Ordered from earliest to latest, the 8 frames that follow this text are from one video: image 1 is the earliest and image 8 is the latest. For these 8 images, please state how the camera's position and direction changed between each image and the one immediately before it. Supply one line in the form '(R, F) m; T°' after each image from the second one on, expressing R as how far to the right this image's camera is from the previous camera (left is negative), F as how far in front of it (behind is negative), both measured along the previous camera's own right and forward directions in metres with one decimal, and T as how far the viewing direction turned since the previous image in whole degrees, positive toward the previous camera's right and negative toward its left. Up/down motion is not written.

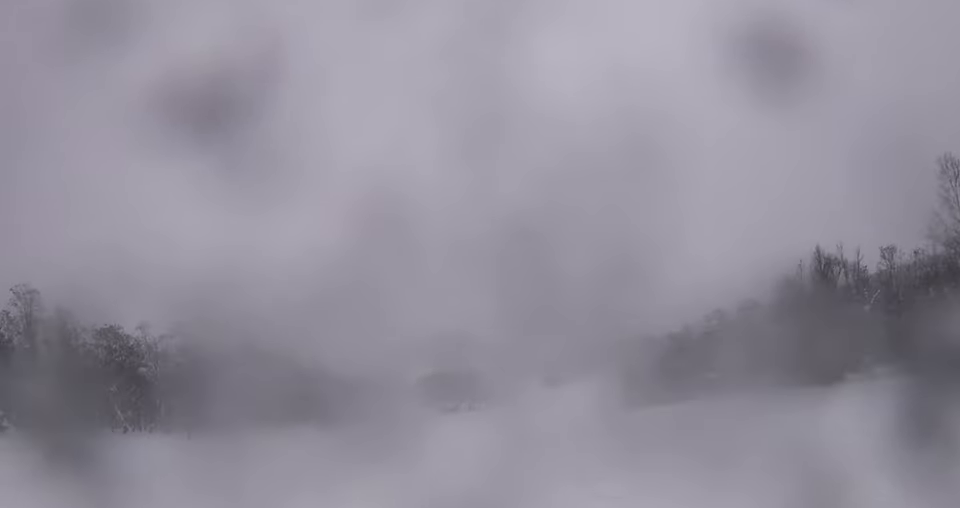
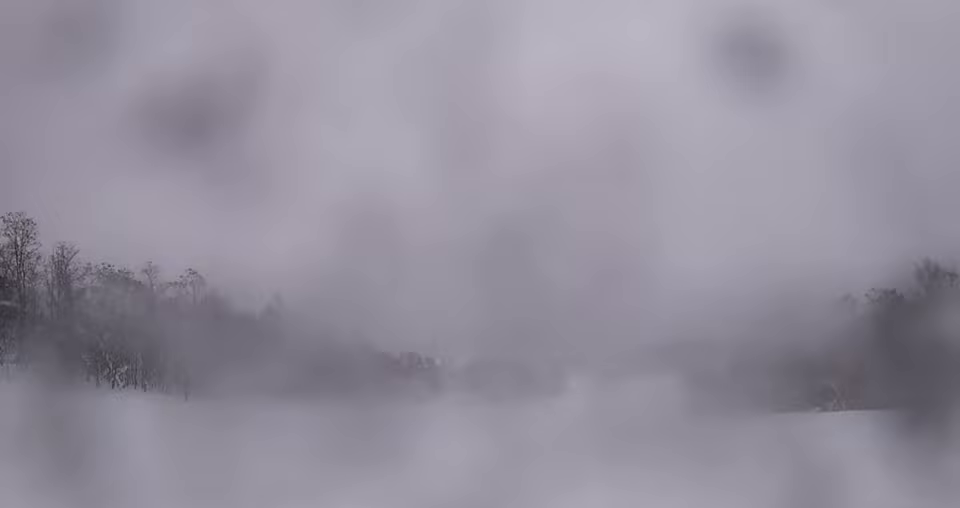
(-0.5, +14.2) m; +1°
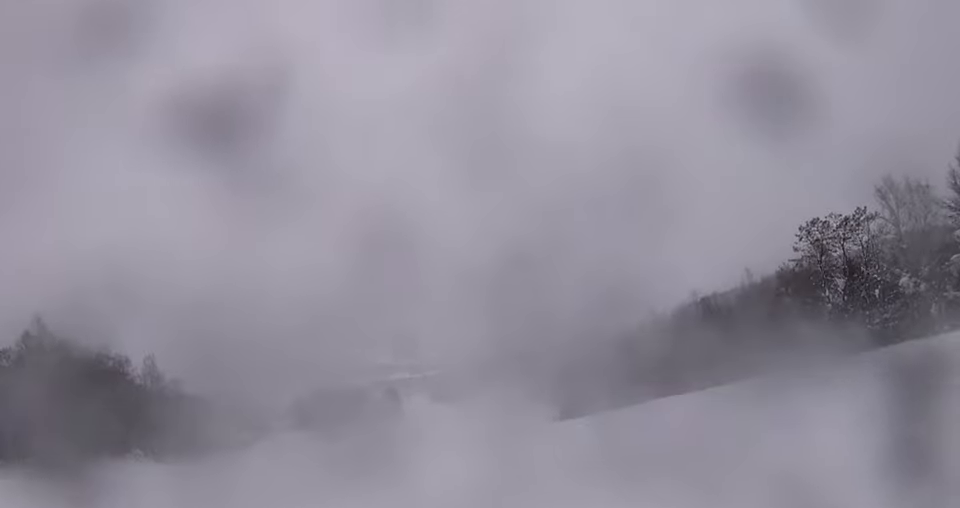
(+1.3, +21.3) m; +2°
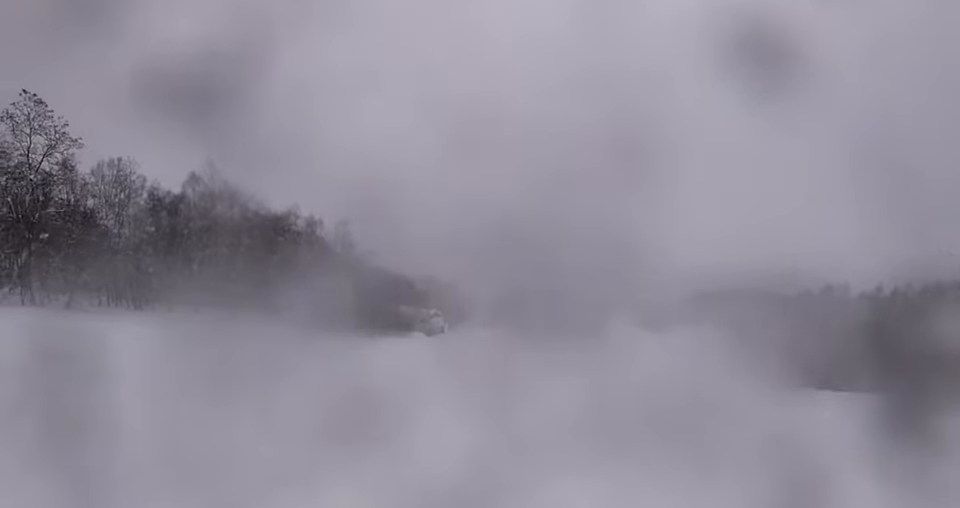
(-0.3, +15.2) m; -1°
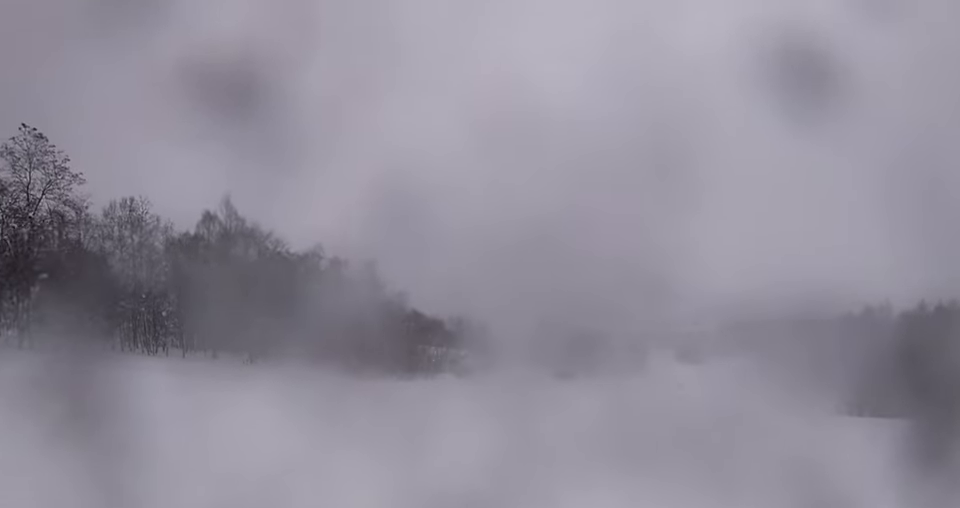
(-0.1, +4.7) m; +2°
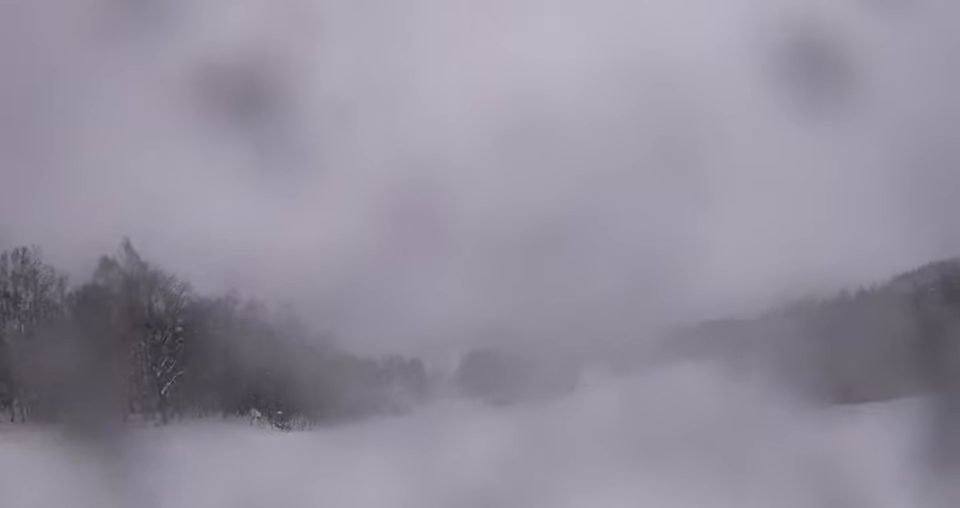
(0.0, +4.4) m; +2°
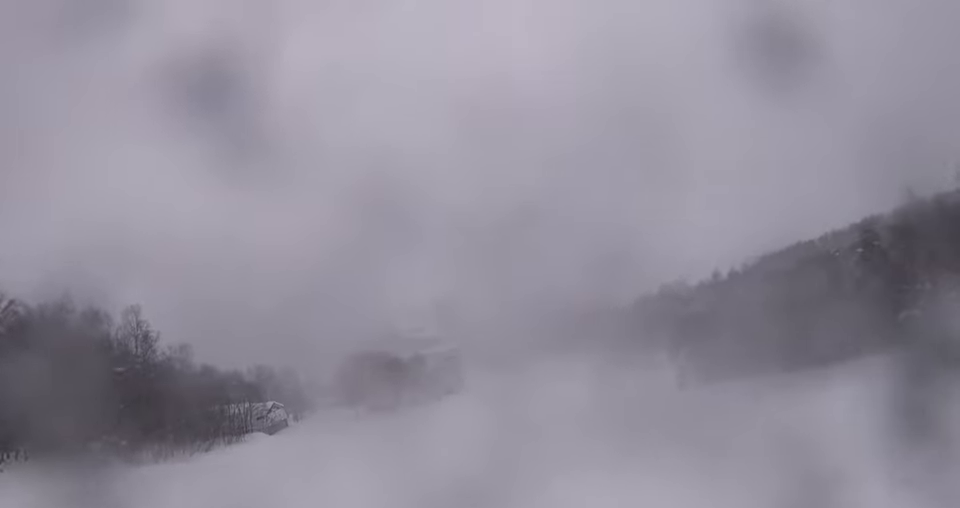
(+0.5, +9.2) m; 0°
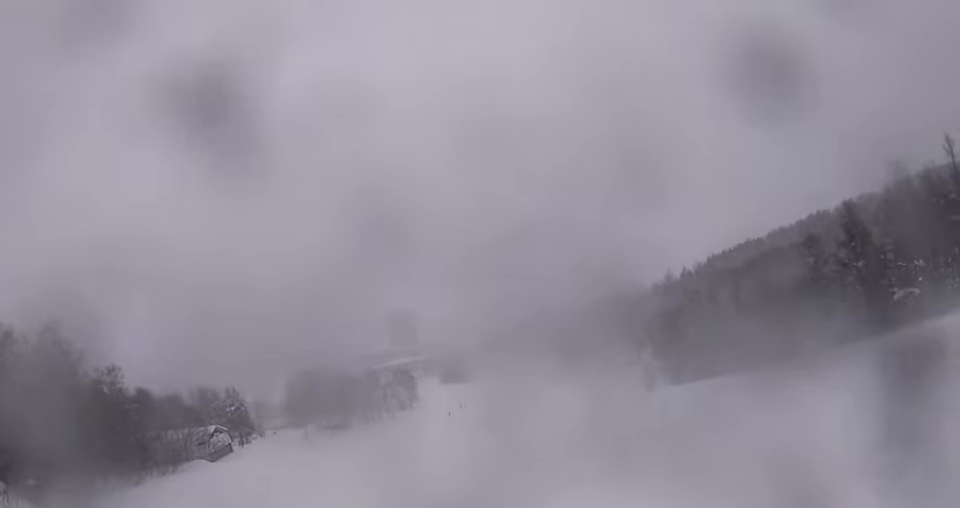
(-0.5, +6.1) m; 0°
